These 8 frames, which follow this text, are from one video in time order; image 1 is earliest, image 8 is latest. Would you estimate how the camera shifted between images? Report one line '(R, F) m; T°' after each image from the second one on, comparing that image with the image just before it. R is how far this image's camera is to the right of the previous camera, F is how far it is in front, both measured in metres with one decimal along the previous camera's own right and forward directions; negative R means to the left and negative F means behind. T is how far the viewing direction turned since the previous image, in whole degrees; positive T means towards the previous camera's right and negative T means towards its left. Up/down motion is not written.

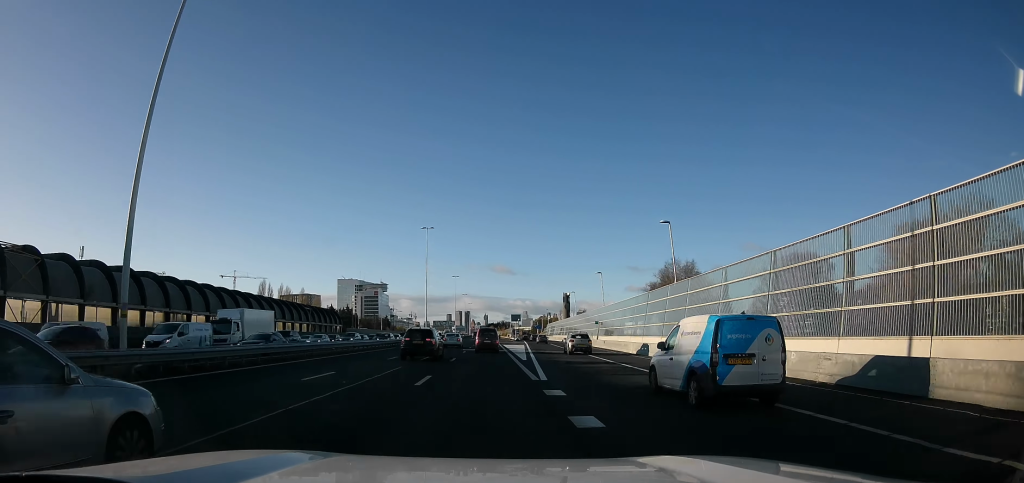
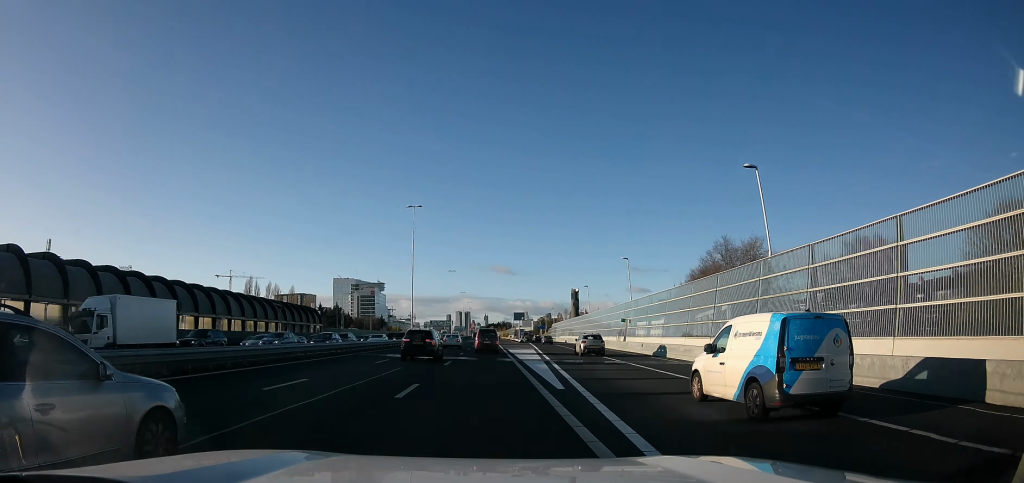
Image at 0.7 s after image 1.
(-0.1, +14.2) m; +1°
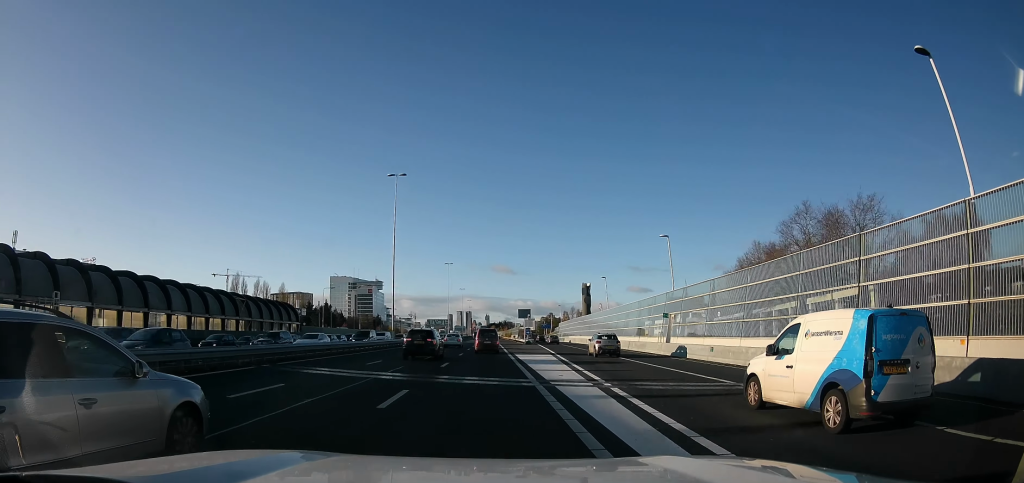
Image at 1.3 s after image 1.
(+0.2, +13.6) m; 0°
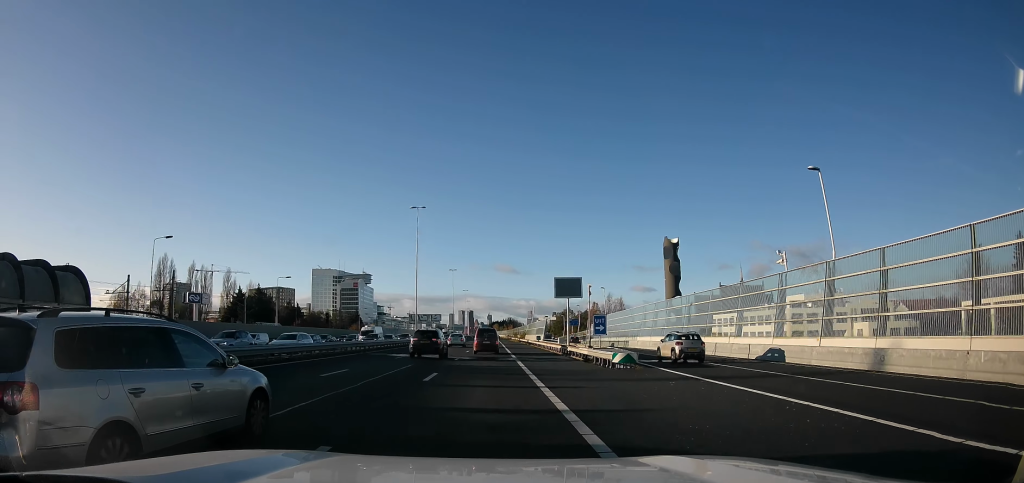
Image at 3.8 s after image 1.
(+0.8, +54.1) m; +1°
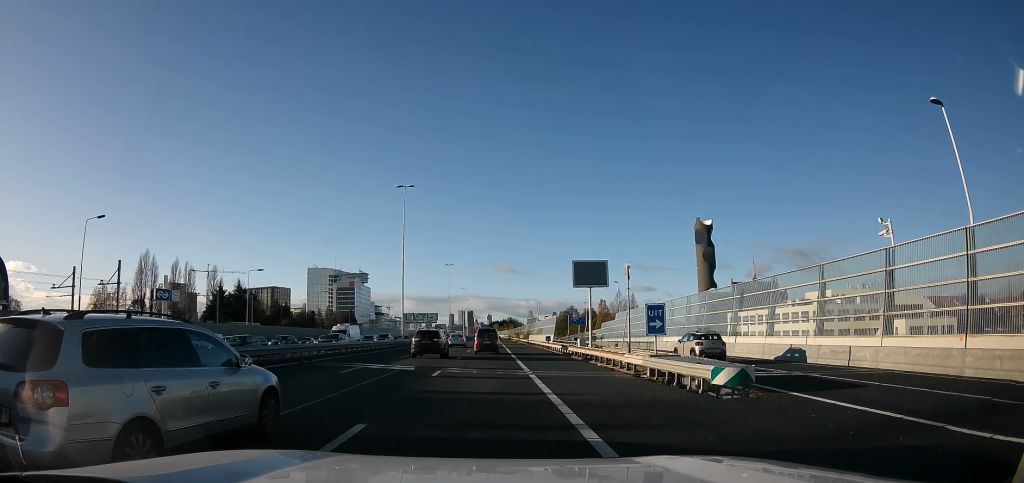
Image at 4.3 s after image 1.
(-0.2, +10.2) m; 0°
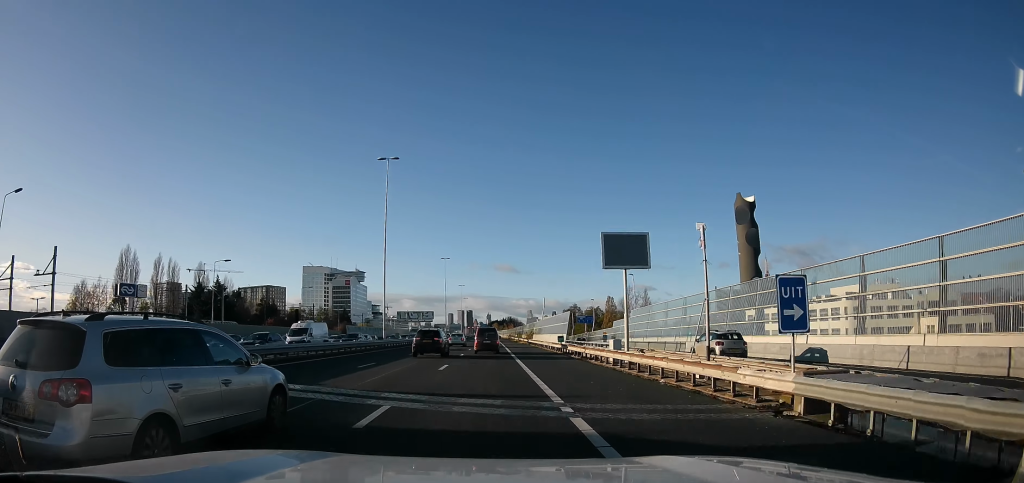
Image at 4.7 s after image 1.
(-0.3, +9.5) m; 0°
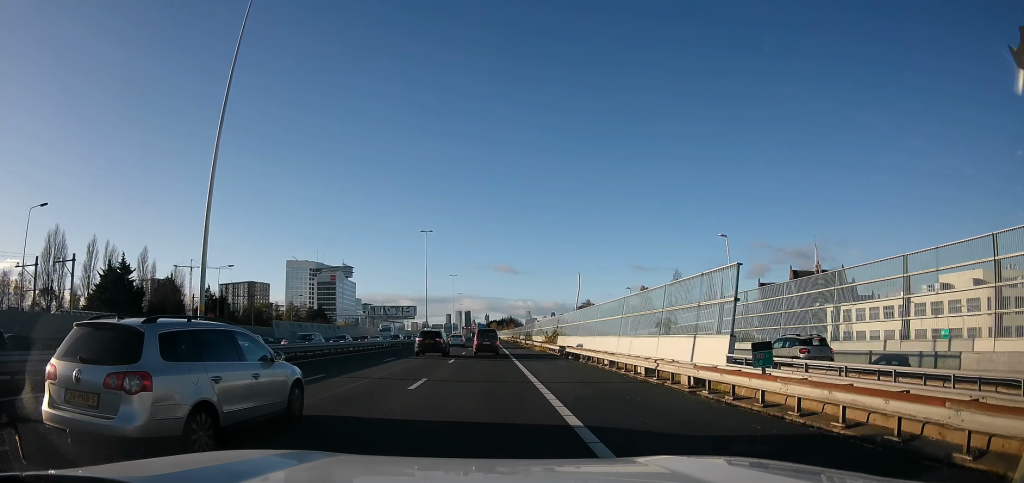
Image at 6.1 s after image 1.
(-0.1, +31.5) m; -3°
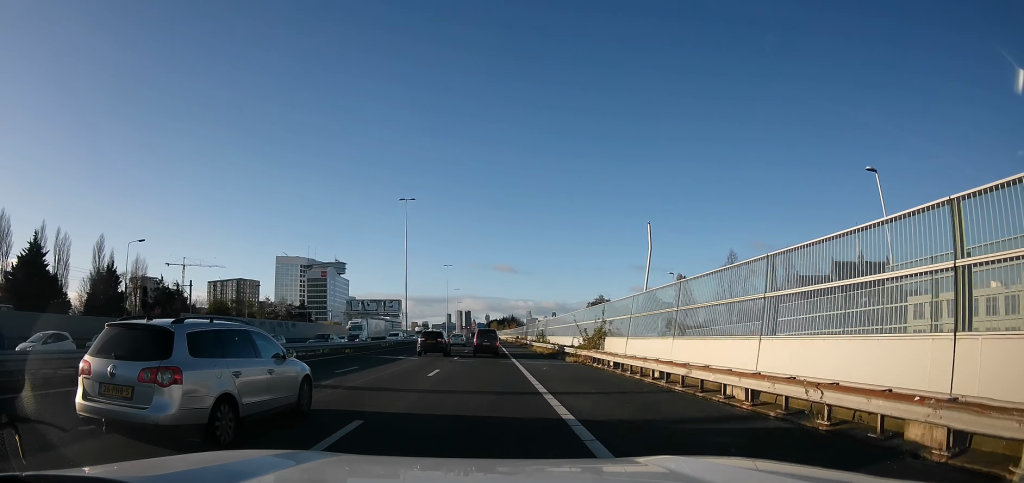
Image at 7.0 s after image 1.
(-0.8, +19.2) m; -2°
